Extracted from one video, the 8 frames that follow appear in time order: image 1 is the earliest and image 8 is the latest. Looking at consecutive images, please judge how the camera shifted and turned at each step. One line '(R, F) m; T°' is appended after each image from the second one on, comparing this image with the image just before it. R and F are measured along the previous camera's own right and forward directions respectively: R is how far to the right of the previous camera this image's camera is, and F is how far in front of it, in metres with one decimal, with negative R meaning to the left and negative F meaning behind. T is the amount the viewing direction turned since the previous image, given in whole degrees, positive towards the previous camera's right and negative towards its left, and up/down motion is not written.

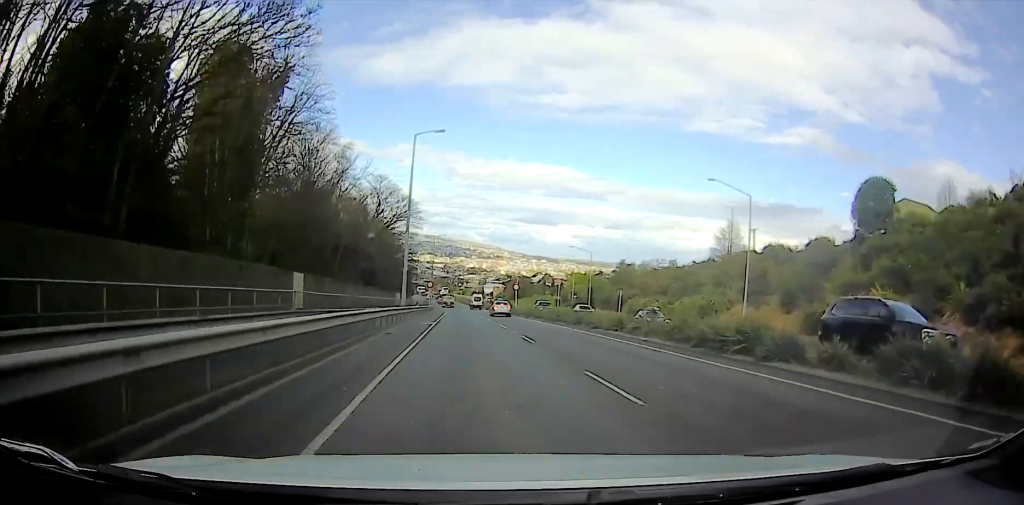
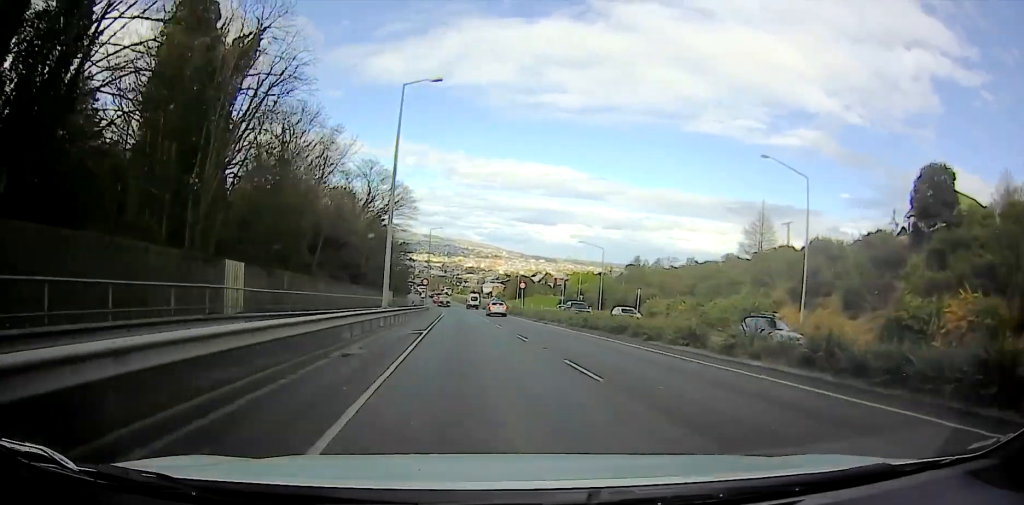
(+0.2, +6.9) m; +2°
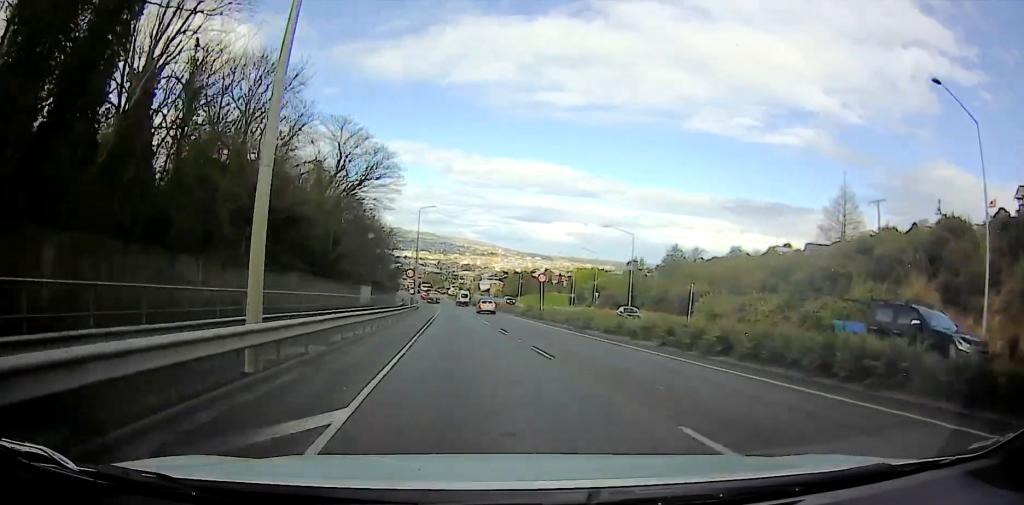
(0.0, +13.7) m; +8°
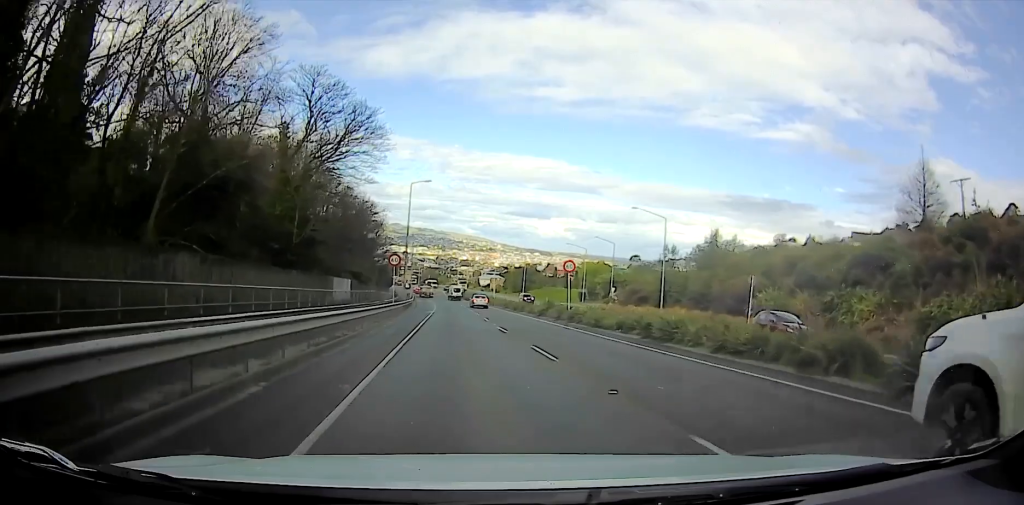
(+1.2, +8.6) m; +5°
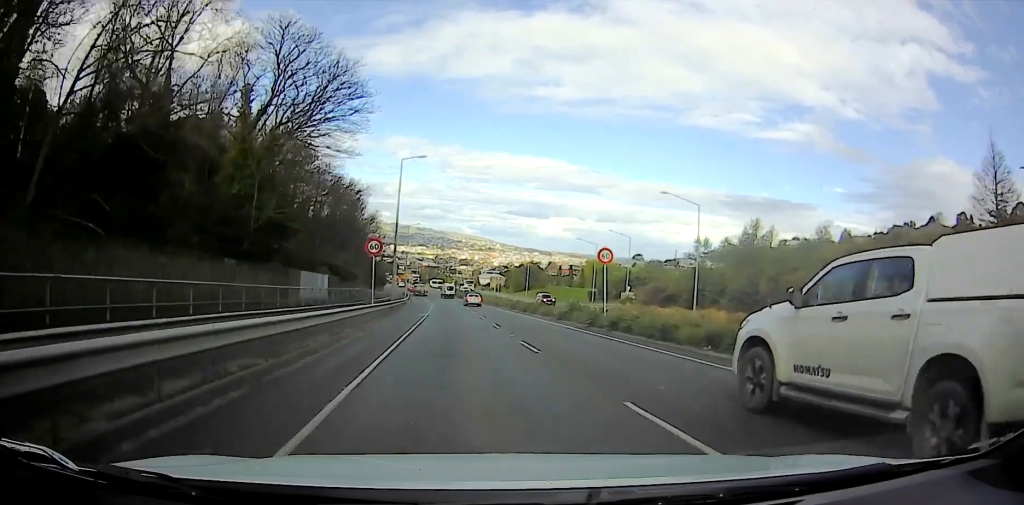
(+0.2, +6.4) m; 0°
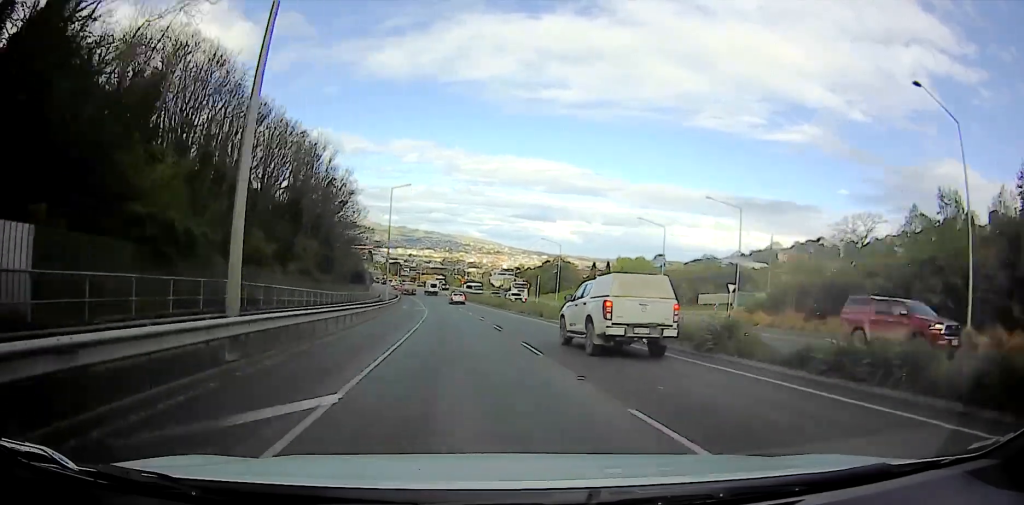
(-1.6, +22.8) m; -4°
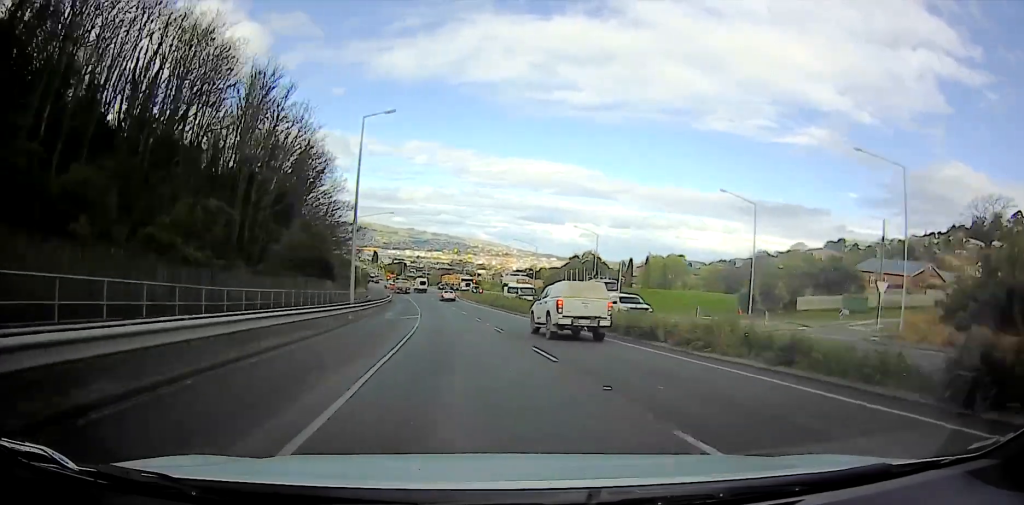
(+1.2, +20.7) m; +5°
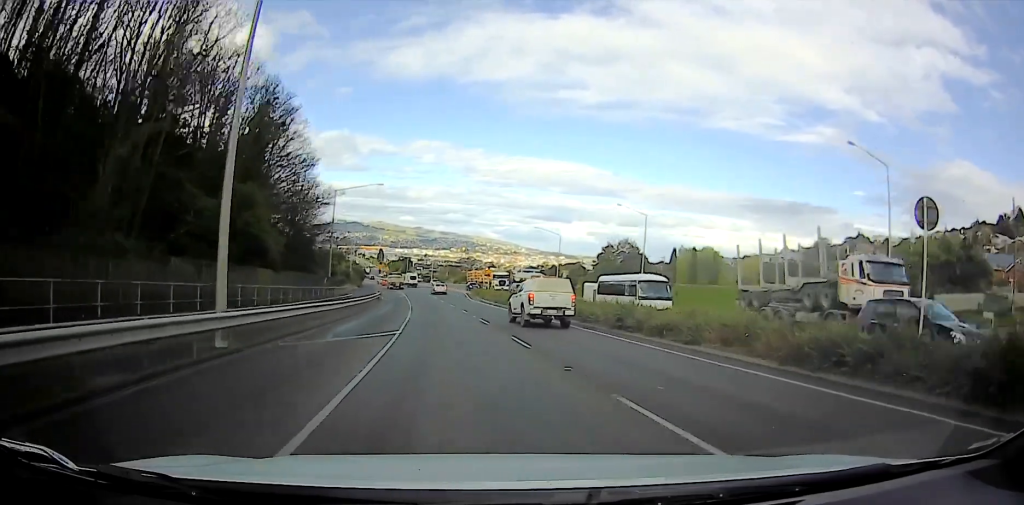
(+0.1, +20.8) m; -2°
